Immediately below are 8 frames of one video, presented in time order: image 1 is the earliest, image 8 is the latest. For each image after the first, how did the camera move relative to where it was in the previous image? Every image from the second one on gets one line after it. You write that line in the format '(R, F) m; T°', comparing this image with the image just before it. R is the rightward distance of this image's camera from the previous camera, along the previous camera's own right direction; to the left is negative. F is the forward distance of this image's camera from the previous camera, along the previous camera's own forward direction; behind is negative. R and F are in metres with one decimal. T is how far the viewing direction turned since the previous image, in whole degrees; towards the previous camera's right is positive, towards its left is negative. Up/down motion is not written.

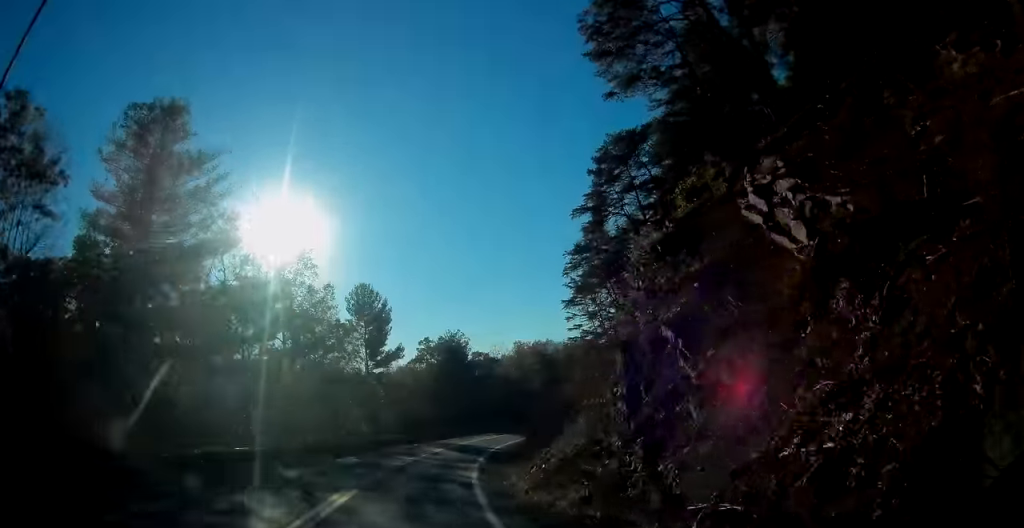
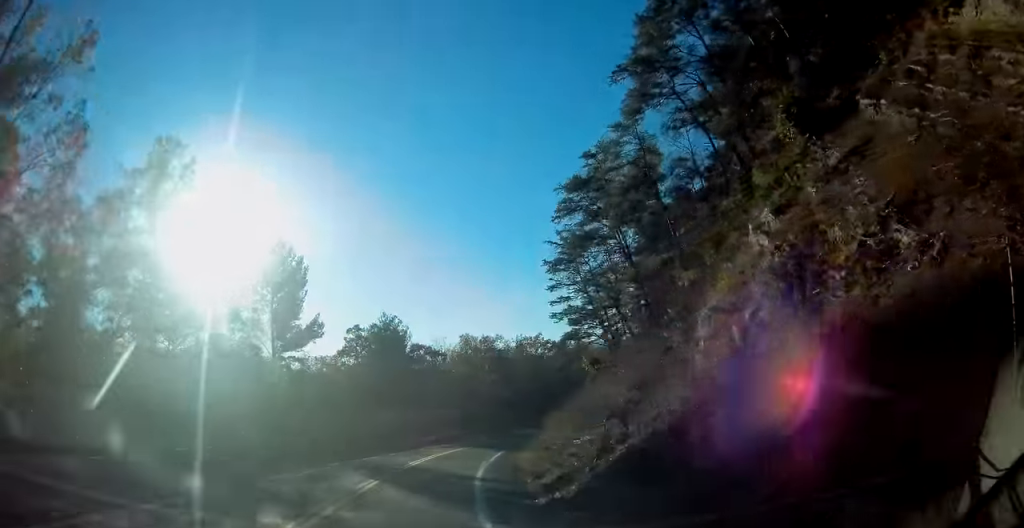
(+0.9, +19.4) m; +6°
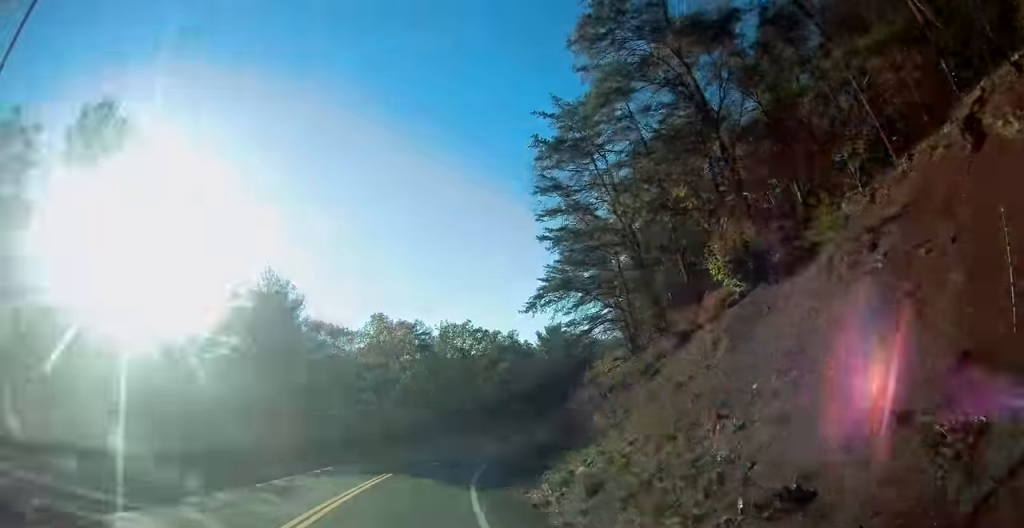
(+1.4, +22.2) m; +8°
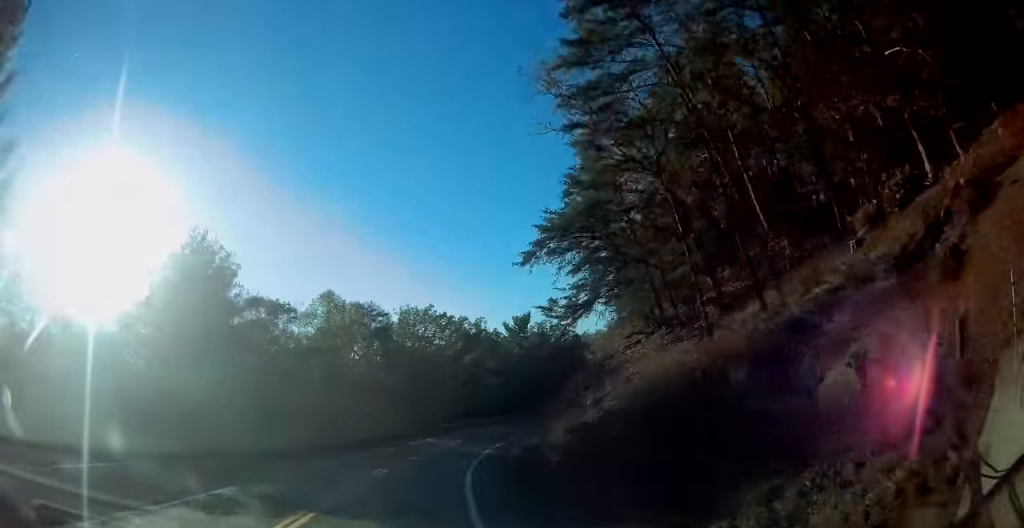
(+0.5, +11.0) m; +4°
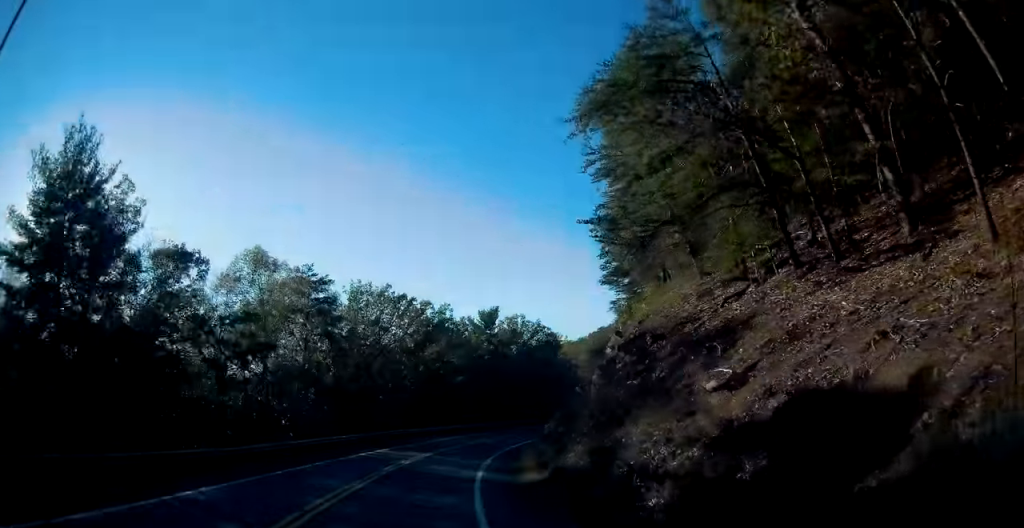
(+0.7, +14.4) m; +6°
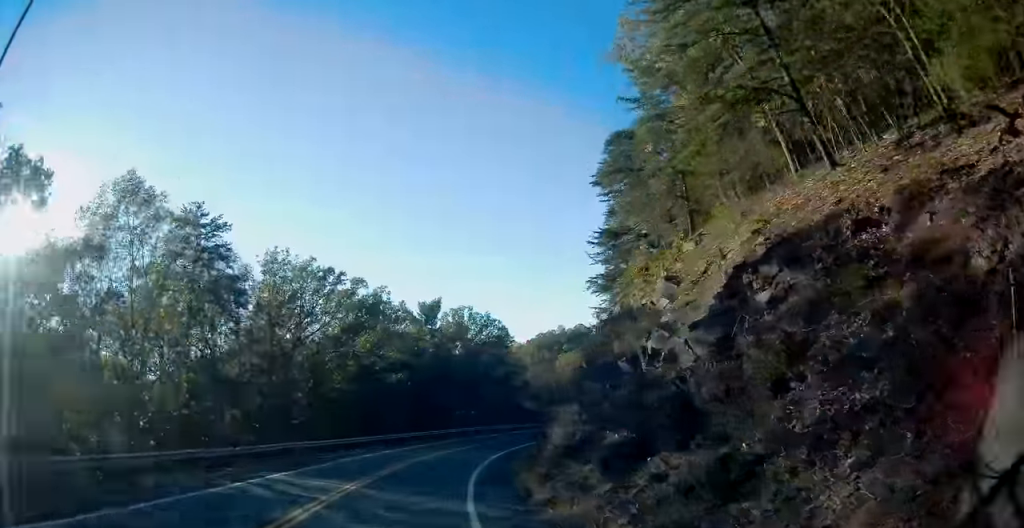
(+0.6, +13.9) m; +5°
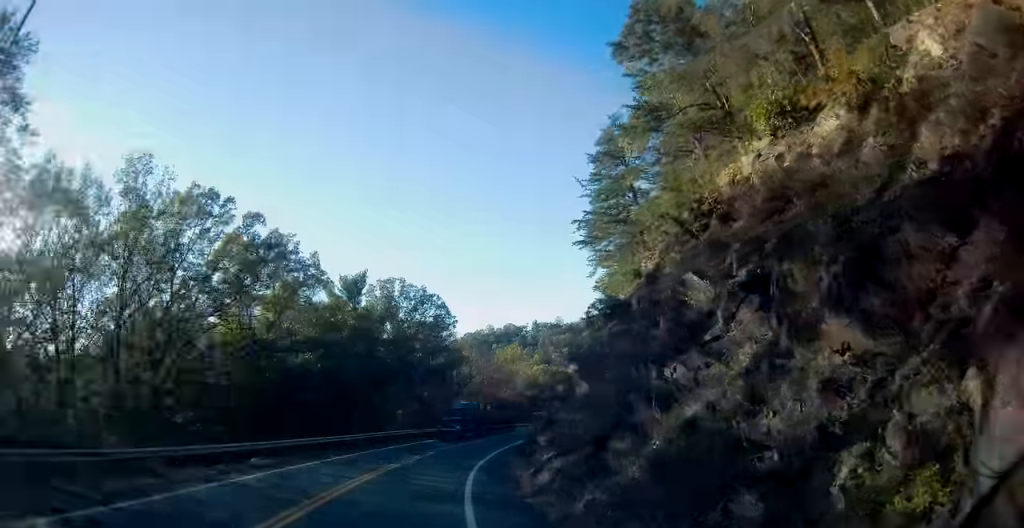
(+1.0, +17.3) m; +7°
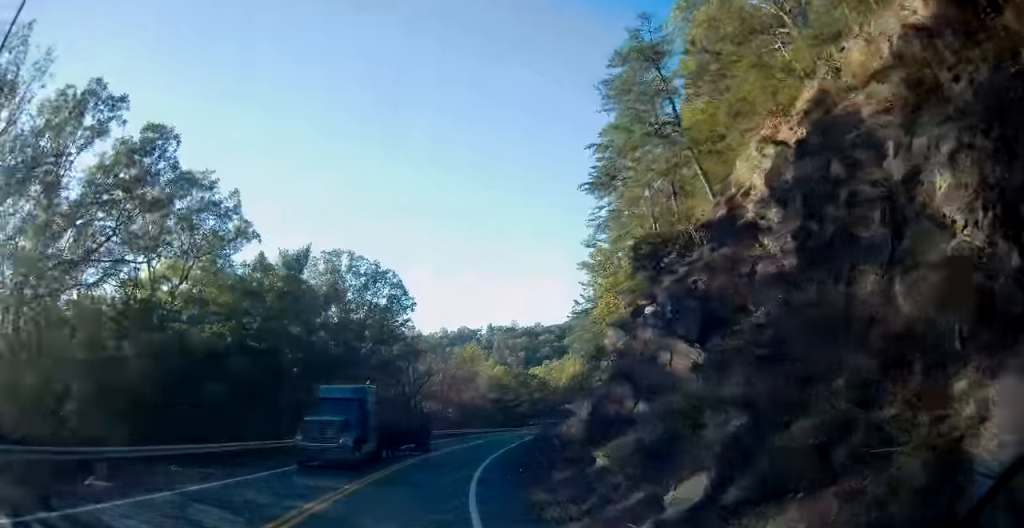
(+0.5, +12.3) m; +5°
